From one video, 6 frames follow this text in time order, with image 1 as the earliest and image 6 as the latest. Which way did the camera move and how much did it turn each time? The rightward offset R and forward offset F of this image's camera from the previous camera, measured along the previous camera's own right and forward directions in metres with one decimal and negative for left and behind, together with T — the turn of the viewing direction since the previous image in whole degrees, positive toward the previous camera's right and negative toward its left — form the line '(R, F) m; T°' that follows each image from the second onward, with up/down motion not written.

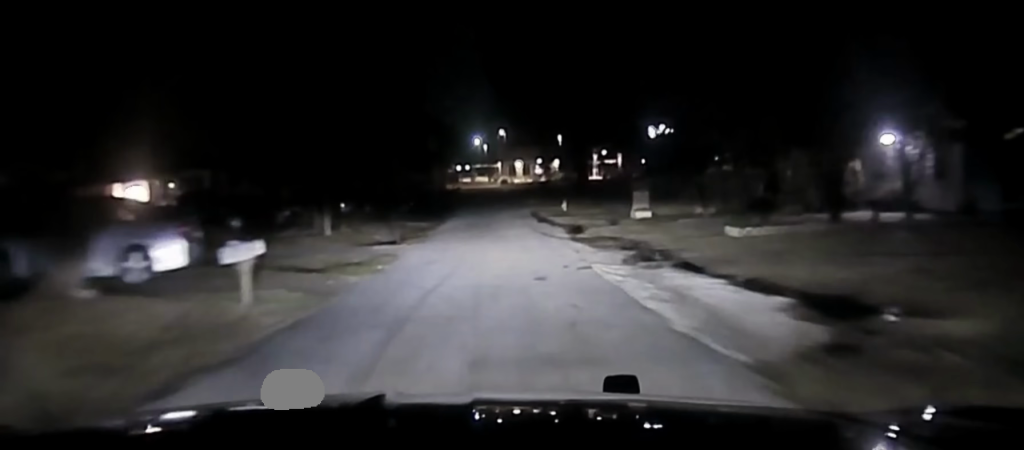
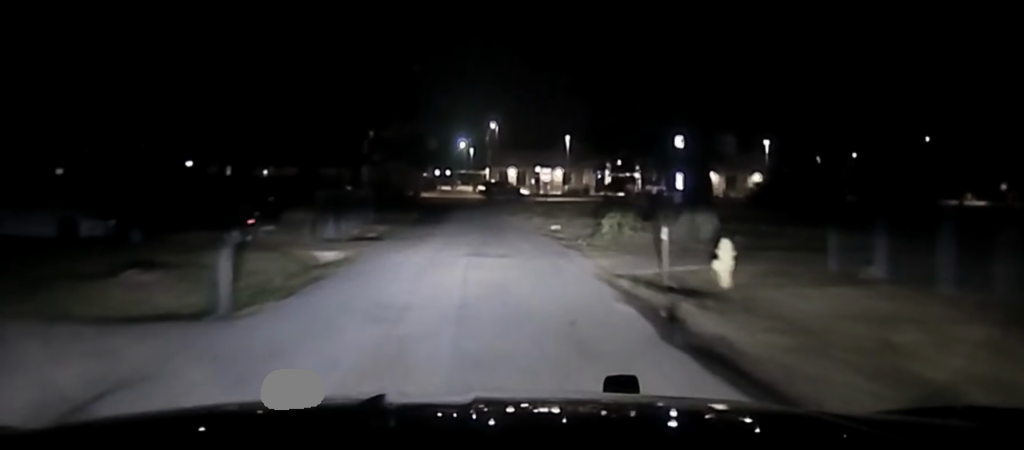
(-0.1, +42.5) m; -1°
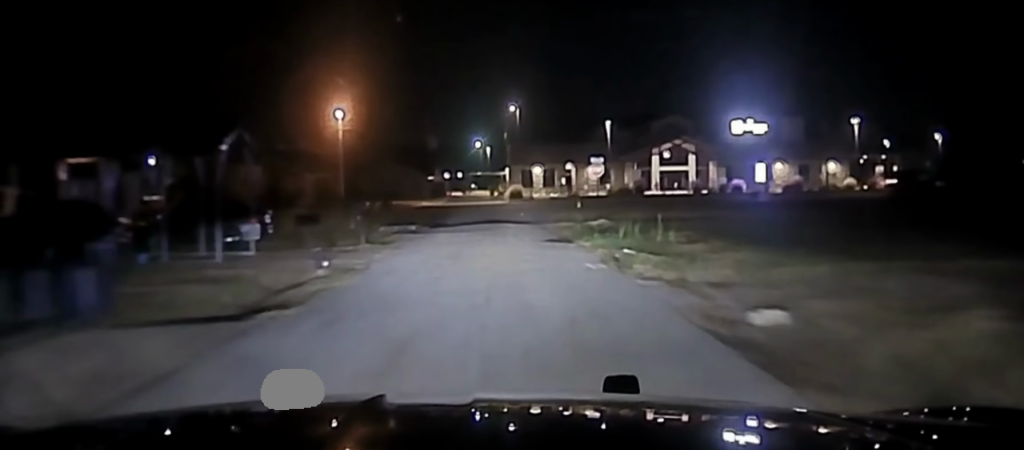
(-0.7, +30.9) m; -2°
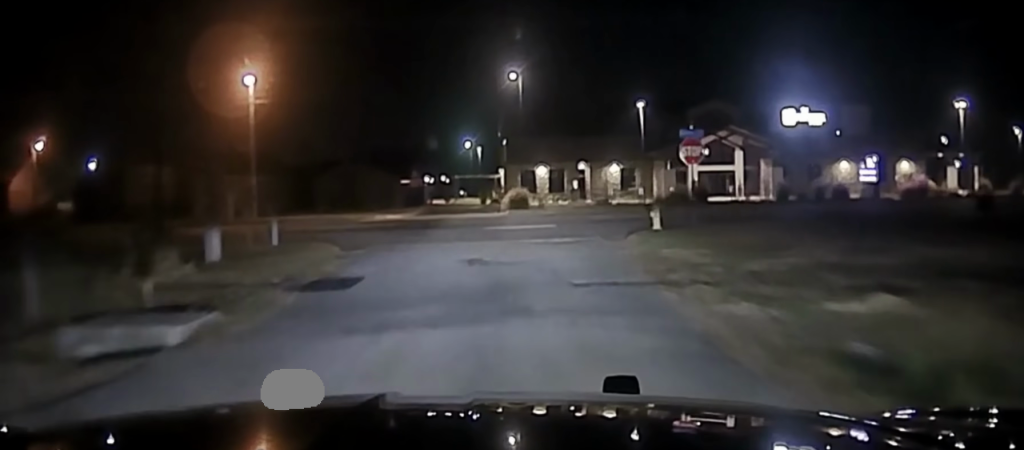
(+0.5, +28.4) m; +3°
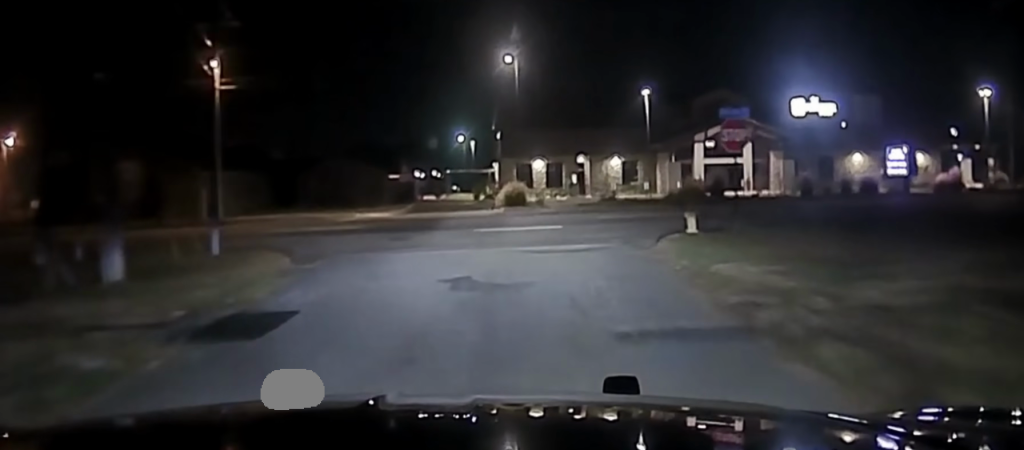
(+0.1, +6.4) m; +1°
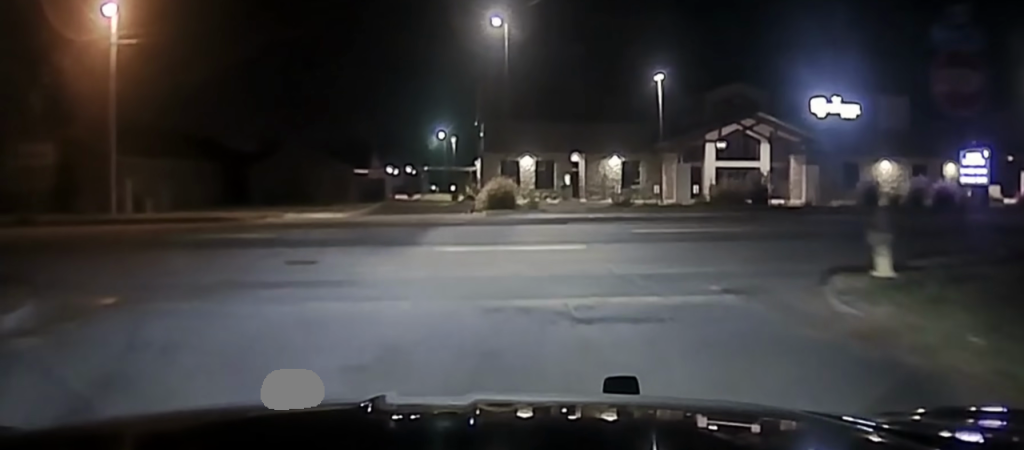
(+0.1, +10.5) m; +1°
